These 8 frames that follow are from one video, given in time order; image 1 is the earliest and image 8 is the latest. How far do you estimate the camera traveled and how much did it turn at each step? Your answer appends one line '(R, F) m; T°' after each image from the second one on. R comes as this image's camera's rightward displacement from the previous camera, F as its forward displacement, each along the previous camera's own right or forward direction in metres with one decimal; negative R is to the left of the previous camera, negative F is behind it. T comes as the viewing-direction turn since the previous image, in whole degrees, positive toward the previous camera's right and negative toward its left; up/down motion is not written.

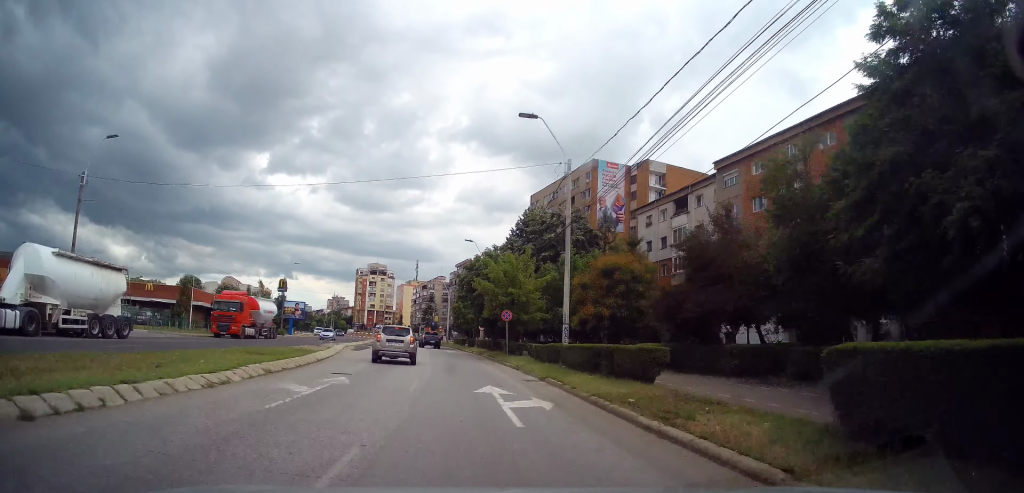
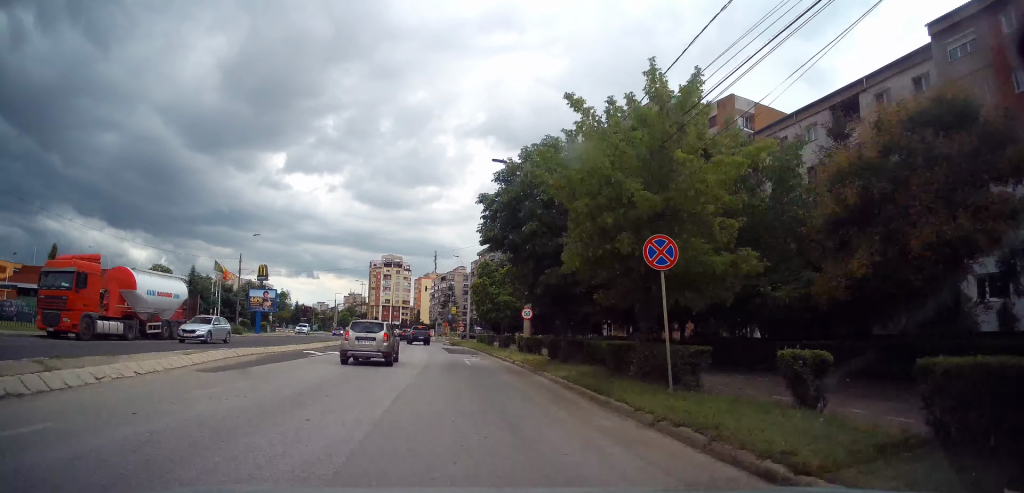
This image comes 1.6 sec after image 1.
(-0.3, +22.8) m; -2°
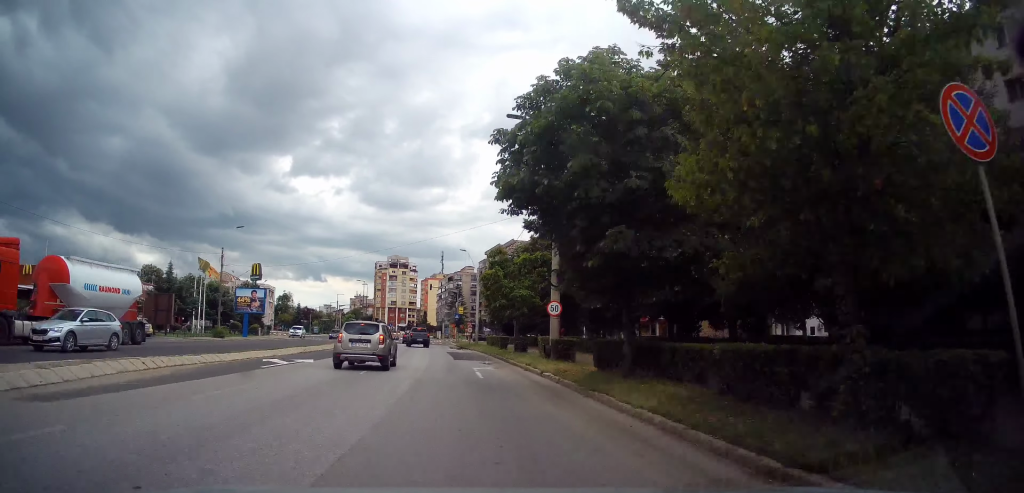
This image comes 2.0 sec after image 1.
(0.0, +6.2) m; -1°
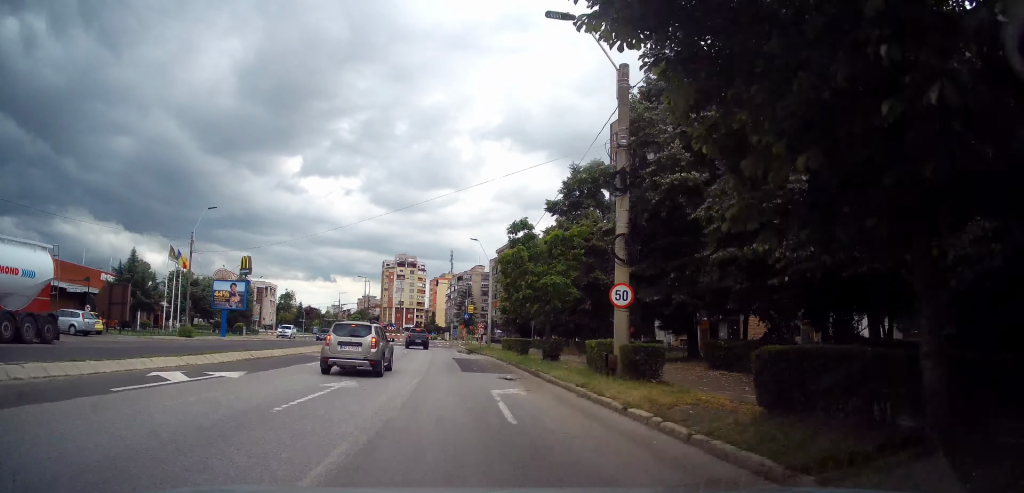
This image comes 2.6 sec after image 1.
(0.0, +8.1) m; -1°
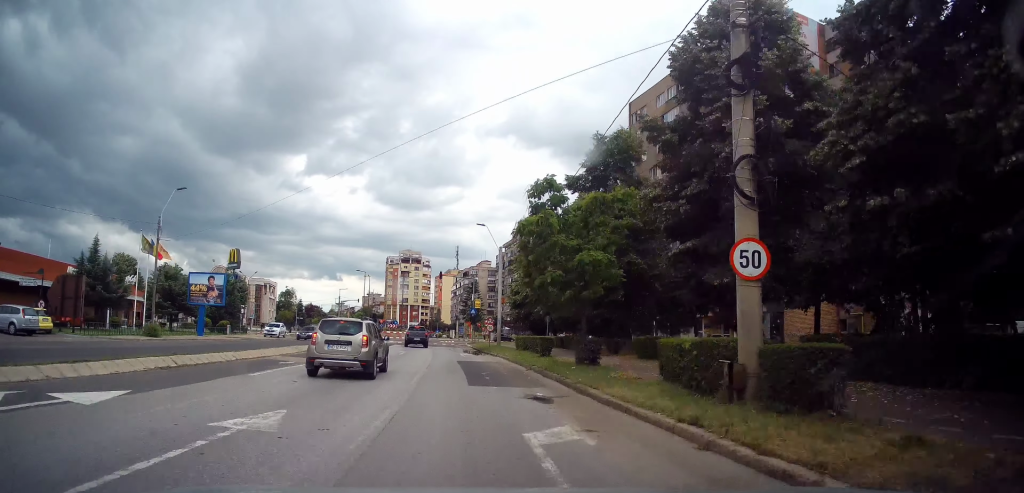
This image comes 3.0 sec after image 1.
(0.0, +6.1) m; -1°
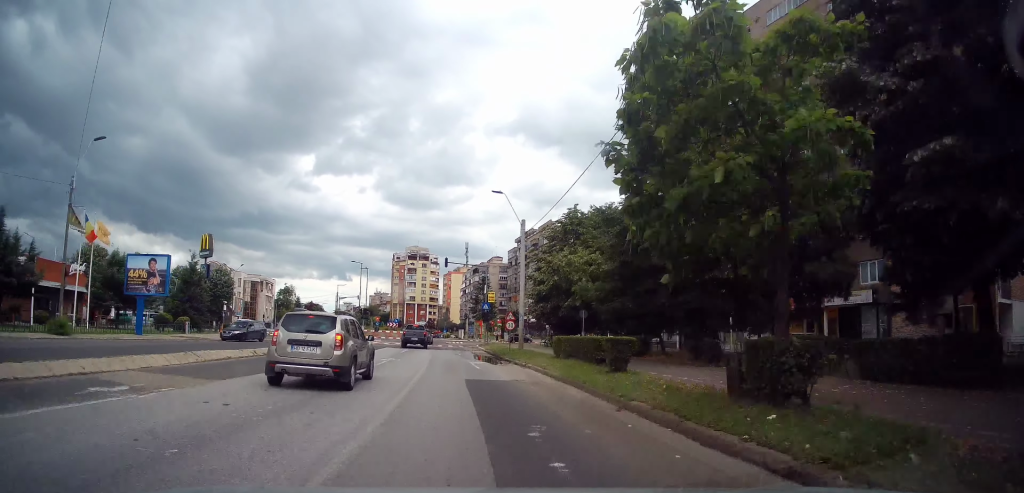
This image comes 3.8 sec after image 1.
(-0.2, +11.4) m; -3°
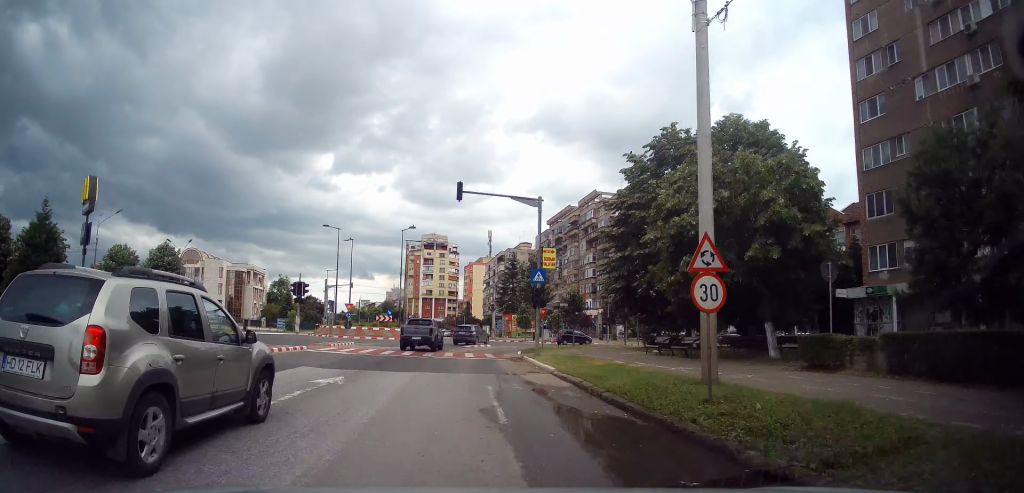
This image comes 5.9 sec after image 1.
(-0.1, +25.5) m; +1°
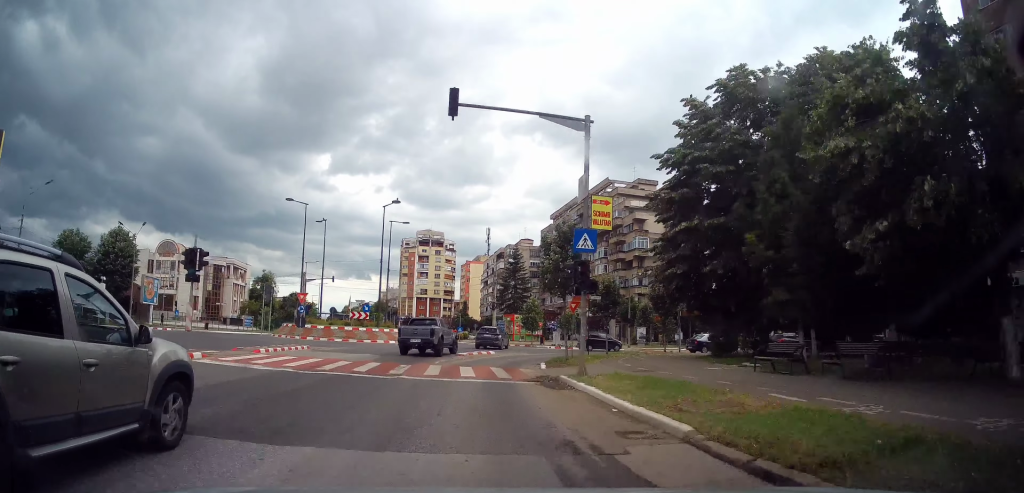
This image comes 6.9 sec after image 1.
(-0.2, +10.7) m; -3°
